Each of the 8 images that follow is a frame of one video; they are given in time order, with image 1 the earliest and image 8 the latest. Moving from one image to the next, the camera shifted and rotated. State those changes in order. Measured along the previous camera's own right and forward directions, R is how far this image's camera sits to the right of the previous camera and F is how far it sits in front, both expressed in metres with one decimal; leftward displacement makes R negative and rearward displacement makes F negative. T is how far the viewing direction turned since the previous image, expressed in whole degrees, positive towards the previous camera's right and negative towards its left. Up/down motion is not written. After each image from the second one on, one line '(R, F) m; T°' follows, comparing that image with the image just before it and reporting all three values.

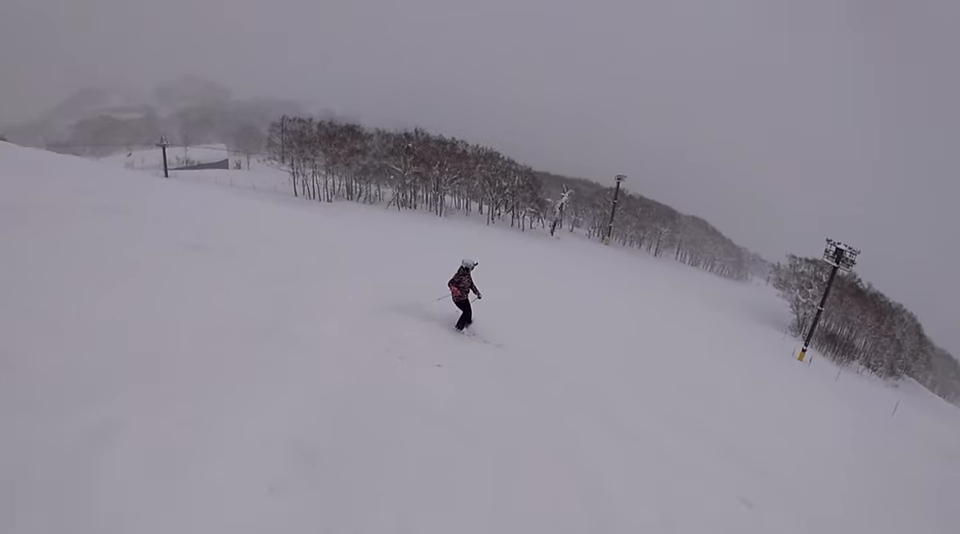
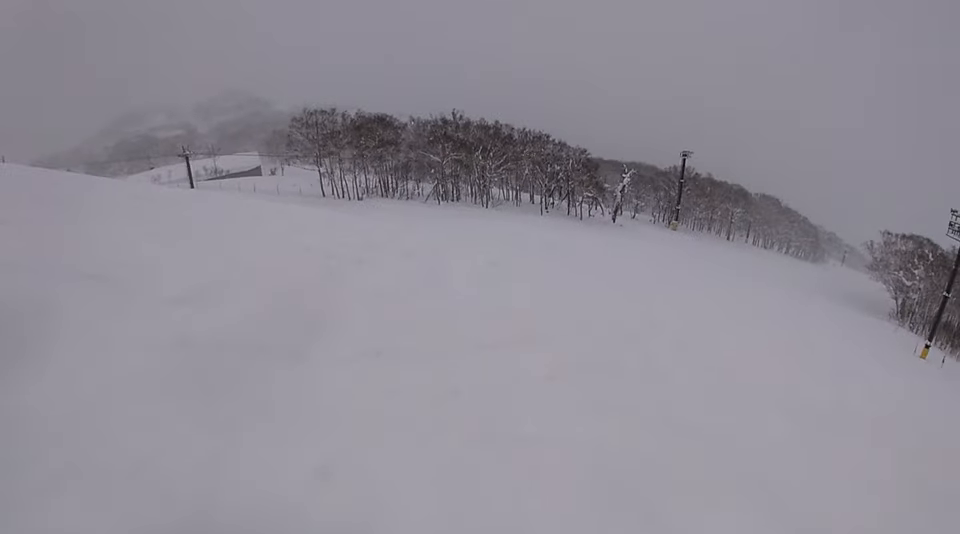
(-1.7, +9.0) m; -14°
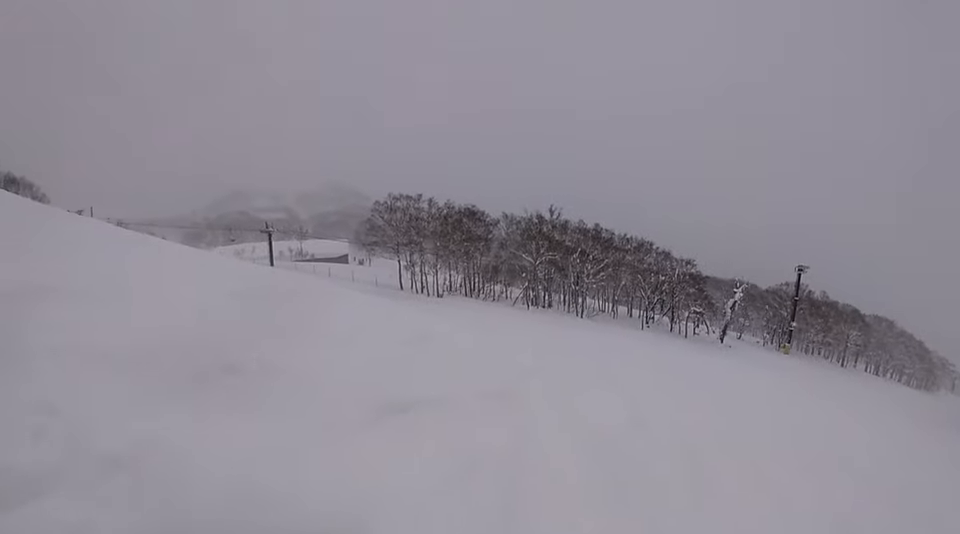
(-0.8, +8.4) m; -17°
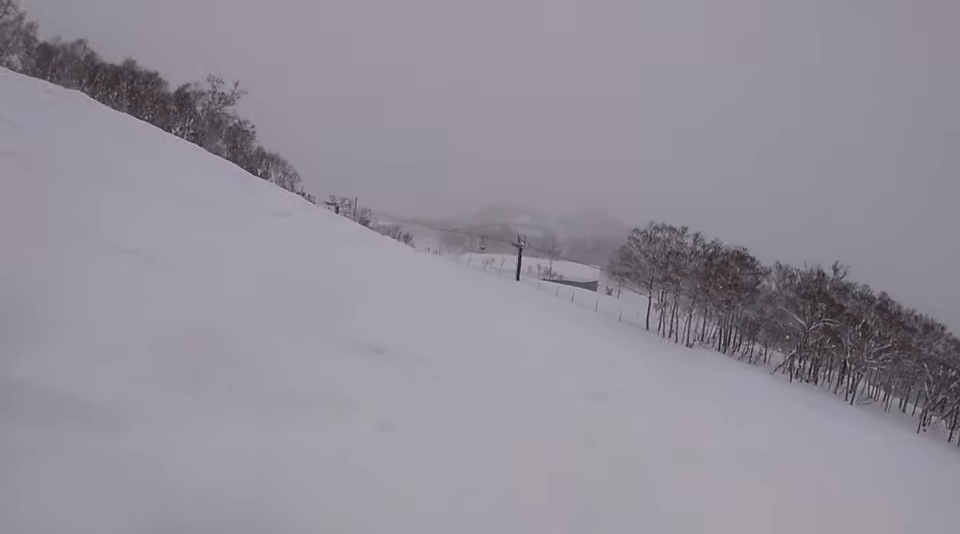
(-0.8, +5.2) m; -10°
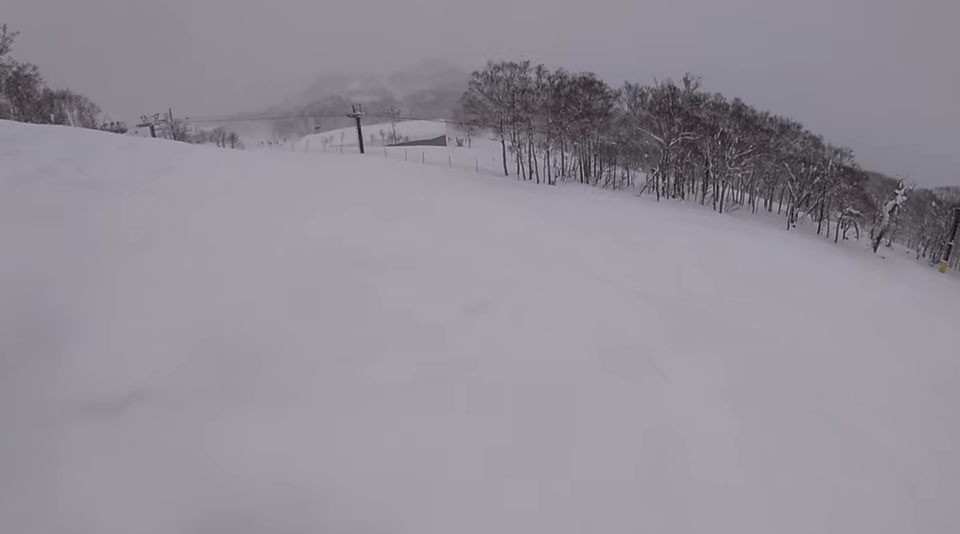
(-0.1, +1.7) m; +8°
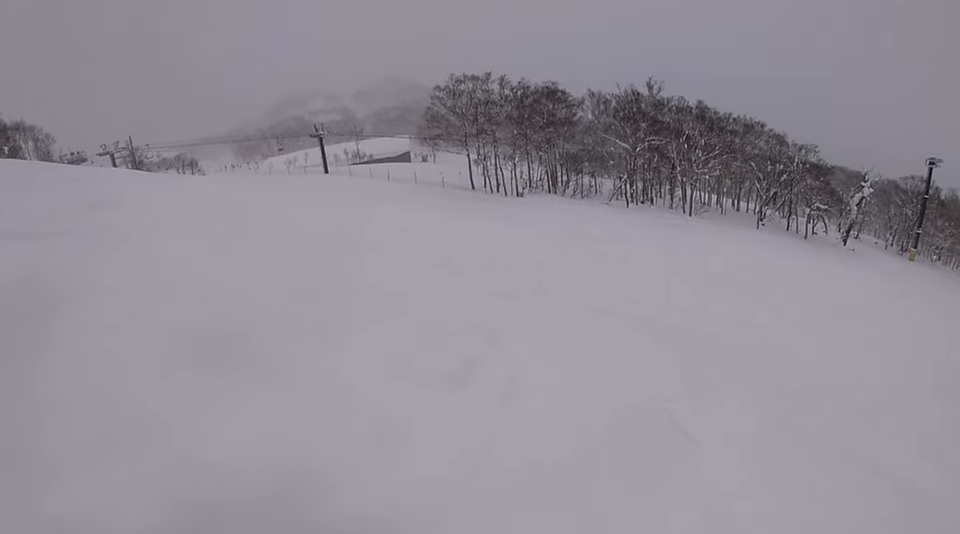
(0.0, +1.8) m; +11°
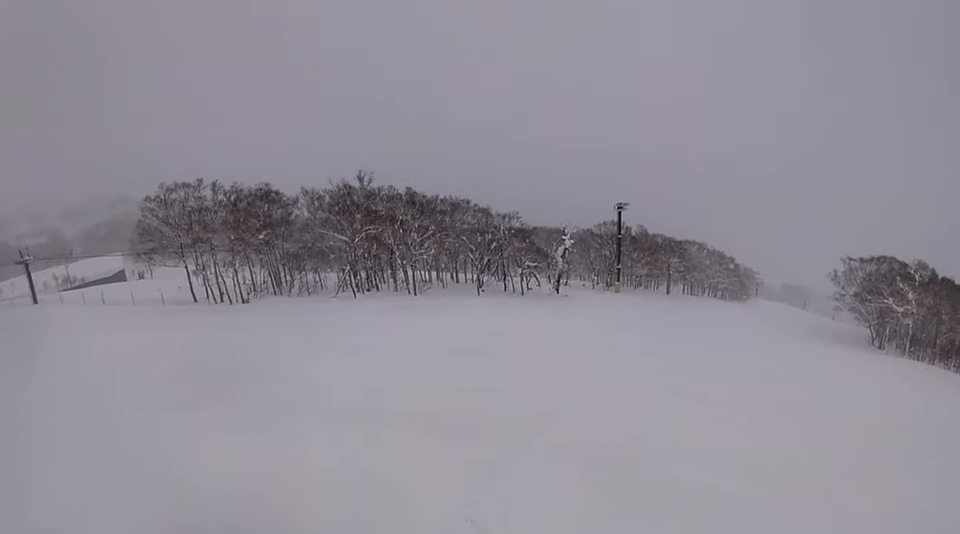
(+0.3, +1.5) m; +14°
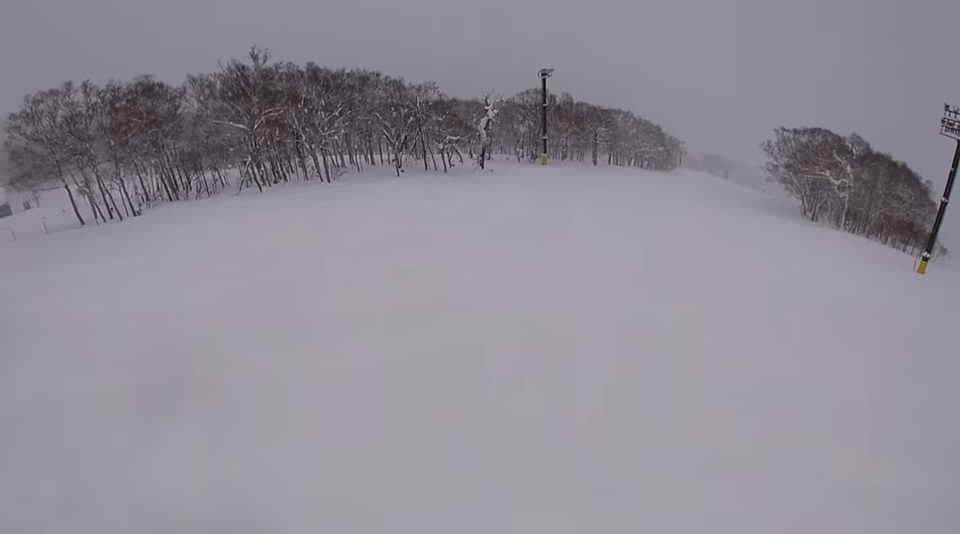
(+1.0, +4.9) m; +14°
